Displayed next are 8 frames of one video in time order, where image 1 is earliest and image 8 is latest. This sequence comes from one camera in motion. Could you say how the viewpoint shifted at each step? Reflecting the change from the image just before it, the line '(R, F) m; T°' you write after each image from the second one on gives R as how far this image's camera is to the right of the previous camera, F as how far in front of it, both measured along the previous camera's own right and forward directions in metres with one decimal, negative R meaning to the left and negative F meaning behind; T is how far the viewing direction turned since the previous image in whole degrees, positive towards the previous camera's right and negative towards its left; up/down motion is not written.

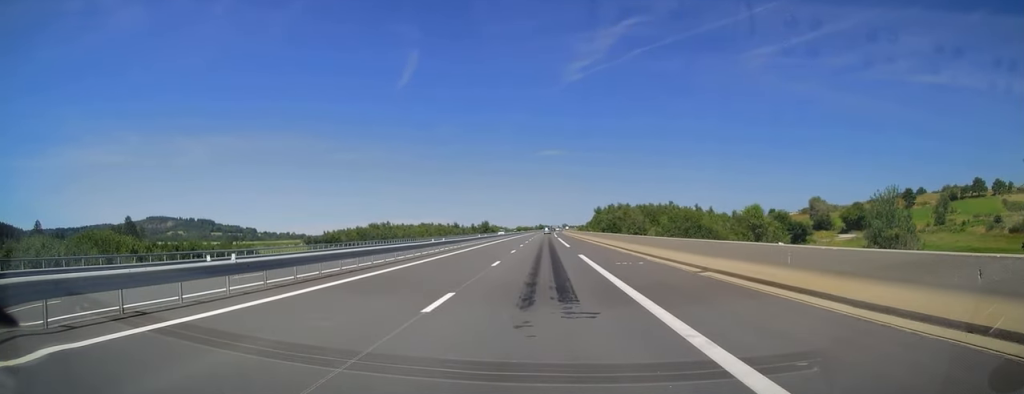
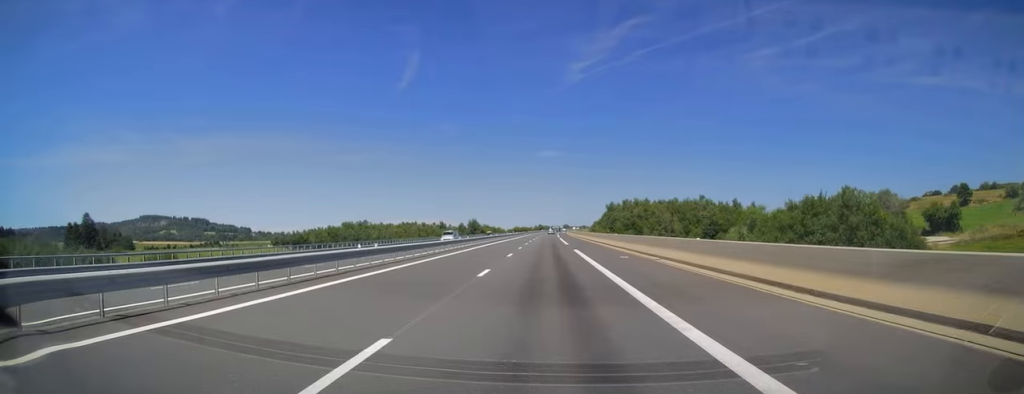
(+0.1, +44.8) m; 0°
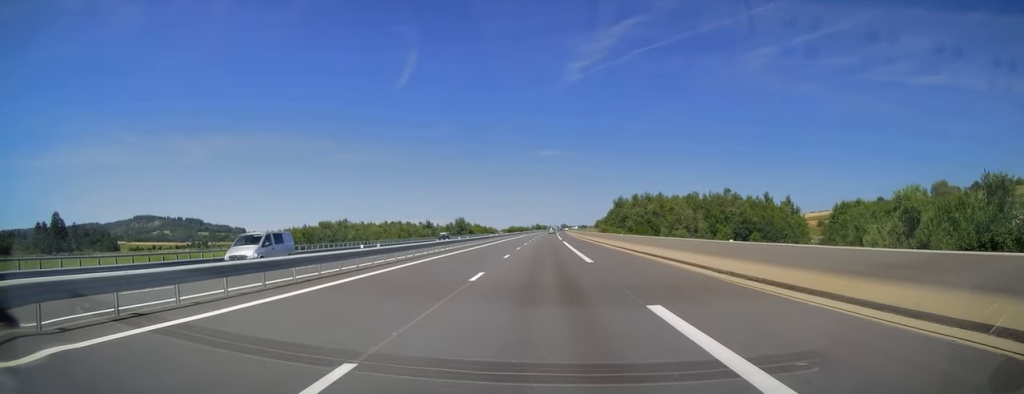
(0.0, +27.6) m; 0°
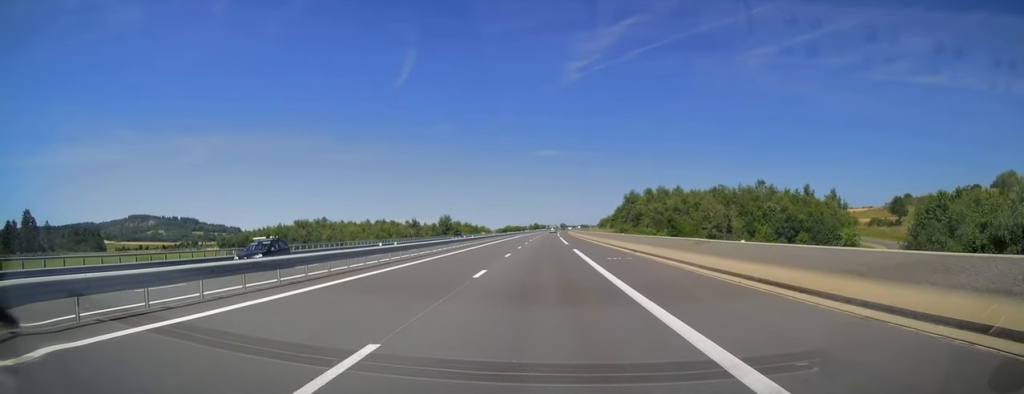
(+0.1, +25.1) m; 0°
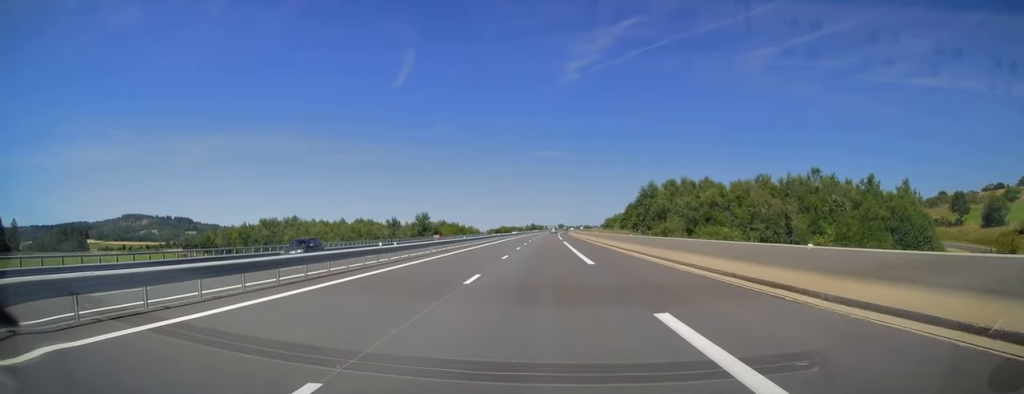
(-0.1, +28.1) m; 0°
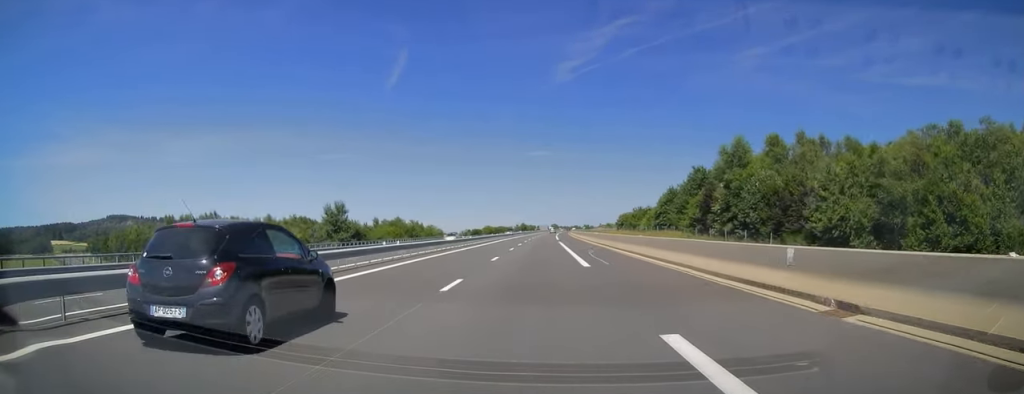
(+0.1, +54.2) m; 0°
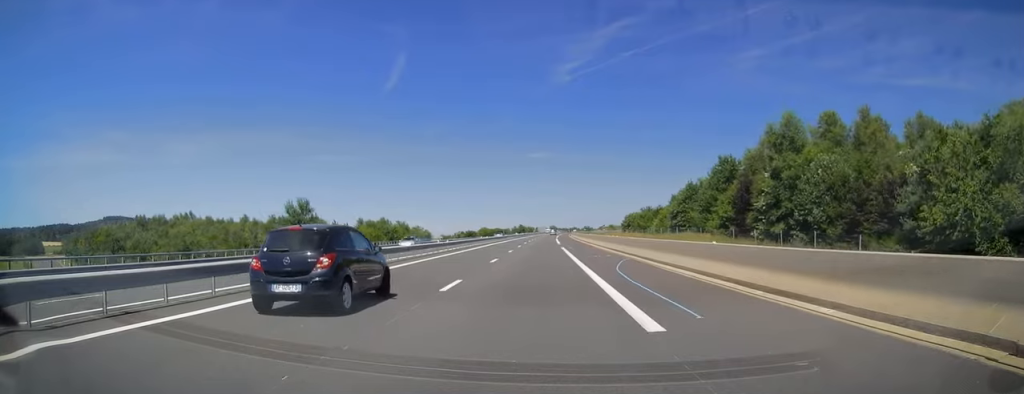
(+0.1, +12.7) m; 0°
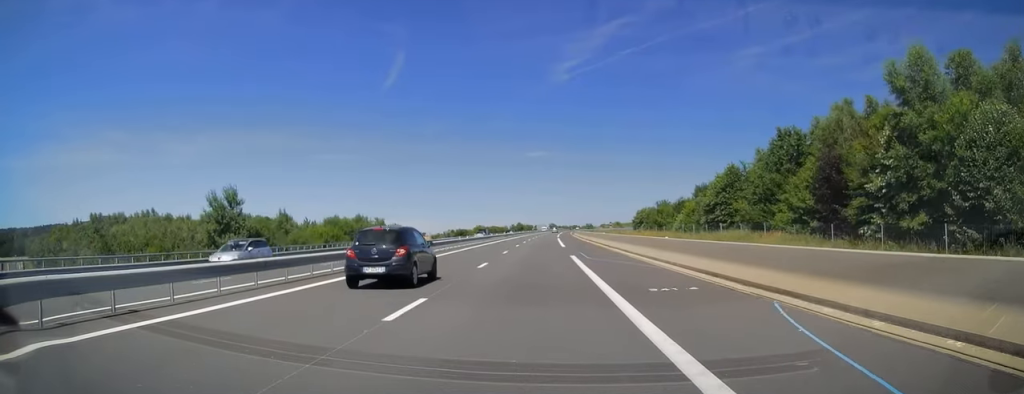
(+0.1, +17.7) m; 0°
